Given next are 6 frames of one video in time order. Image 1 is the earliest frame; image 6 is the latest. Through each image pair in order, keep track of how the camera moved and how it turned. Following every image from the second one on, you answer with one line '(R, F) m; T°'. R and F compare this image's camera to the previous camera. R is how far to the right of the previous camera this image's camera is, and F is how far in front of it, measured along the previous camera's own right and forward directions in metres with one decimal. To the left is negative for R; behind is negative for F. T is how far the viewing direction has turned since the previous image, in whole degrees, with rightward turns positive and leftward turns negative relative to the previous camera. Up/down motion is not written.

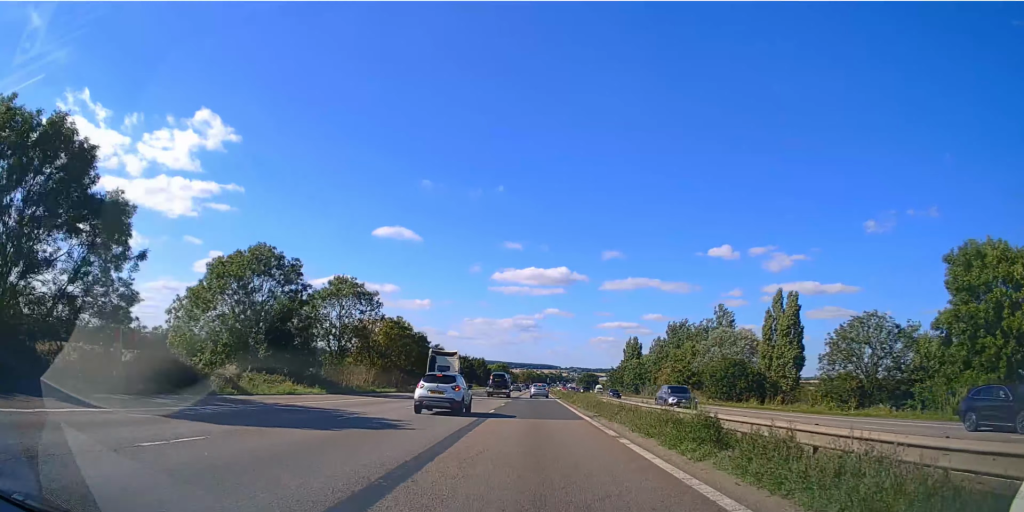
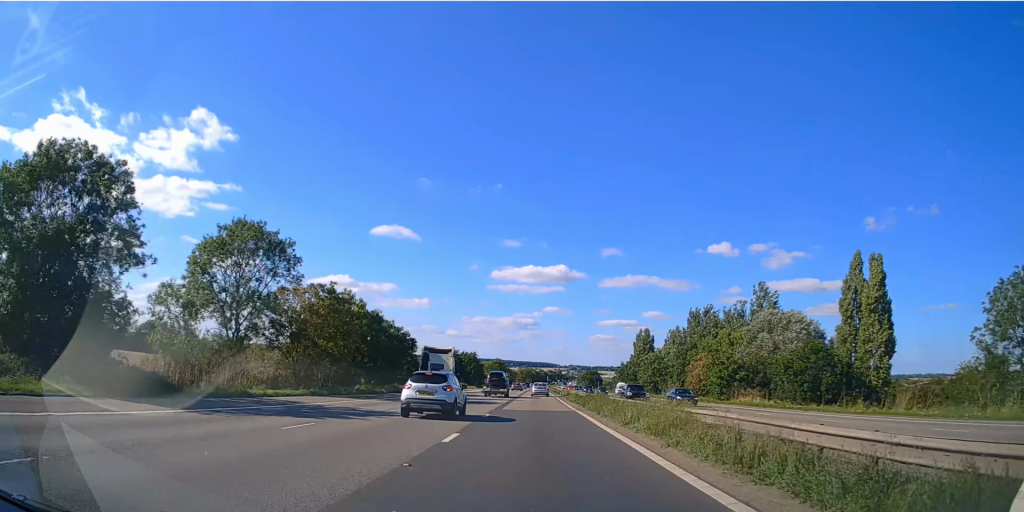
(+0.1, +21.6) m; 0°
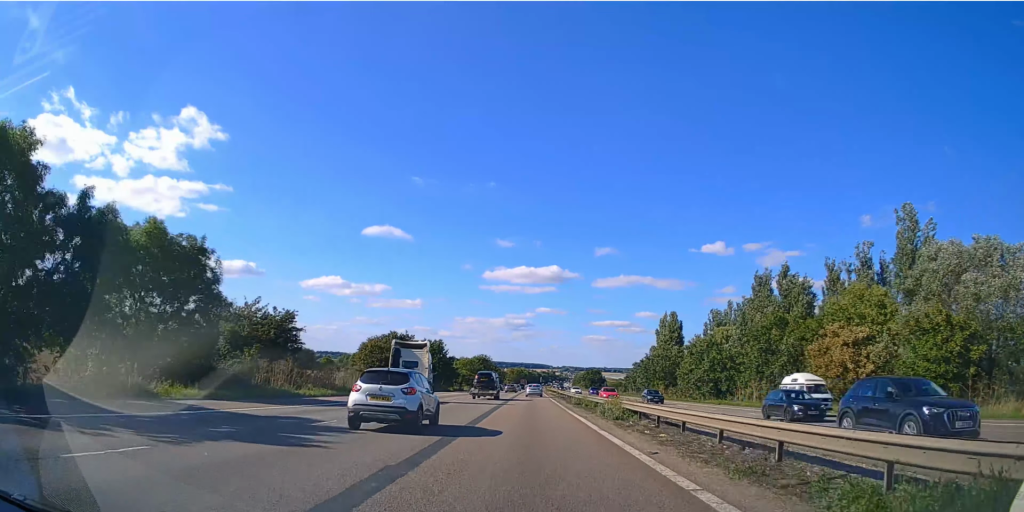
(+0.2, +40.1) m; +1°
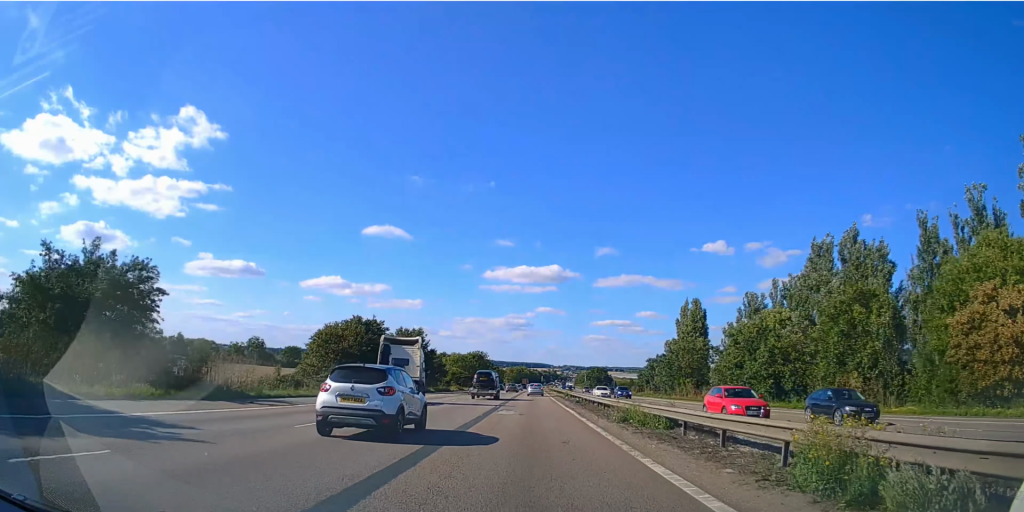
(0.0, +17.1) m; 0°
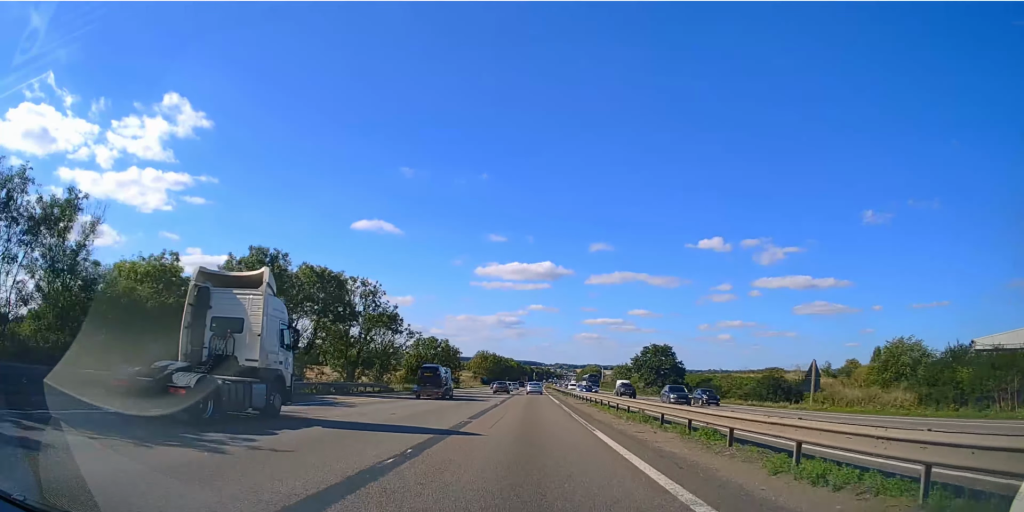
(+0.7, +116.1) m; +1°
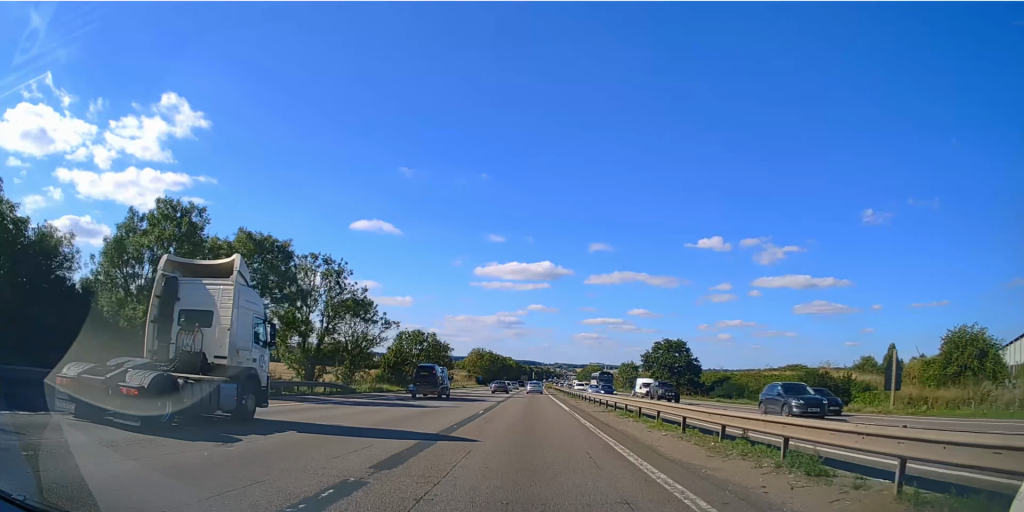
(0.0, +12.0) m; 0°
